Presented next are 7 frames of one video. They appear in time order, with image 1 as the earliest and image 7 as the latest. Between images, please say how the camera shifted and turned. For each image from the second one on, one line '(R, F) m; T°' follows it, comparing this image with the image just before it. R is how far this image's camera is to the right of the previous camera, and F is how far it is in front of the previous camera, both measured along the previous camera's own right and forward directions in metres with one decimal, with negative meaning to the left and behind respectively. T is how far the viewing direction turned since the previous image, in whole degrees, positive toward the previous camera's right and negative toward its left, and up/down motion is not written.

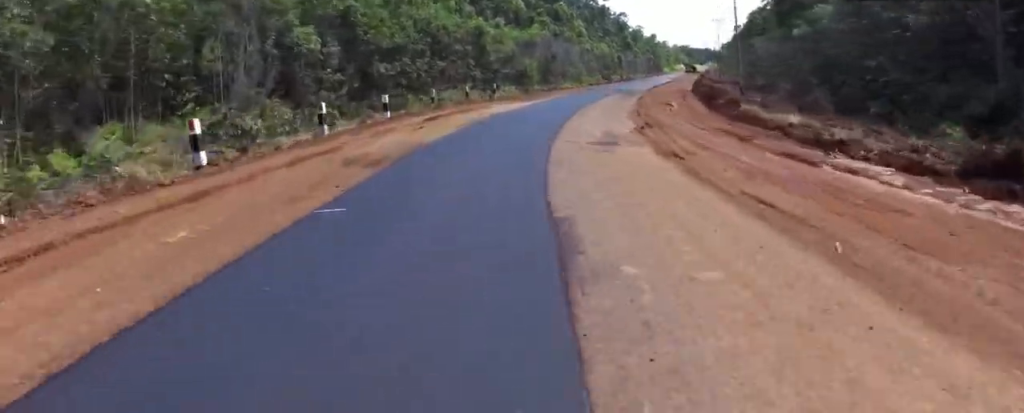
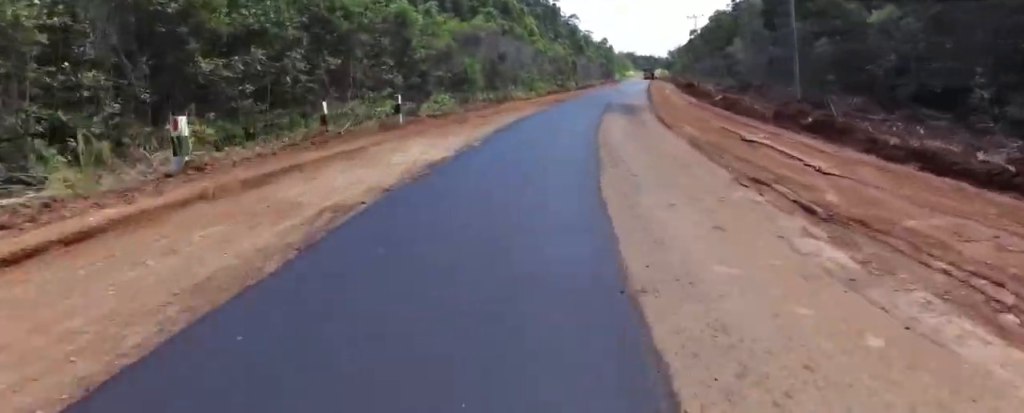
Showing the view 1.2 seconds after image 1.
(0.0, +16.6) m; +4°
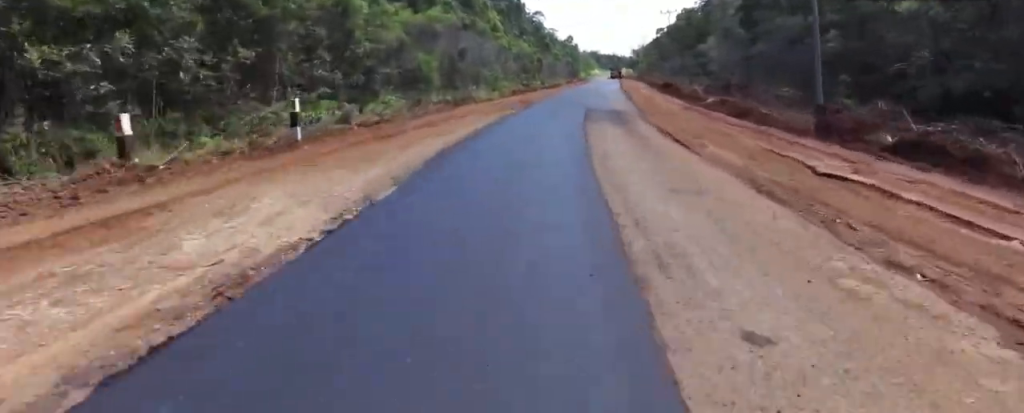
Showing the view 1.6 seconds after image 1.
(-0.3, +5.8) m; +3°
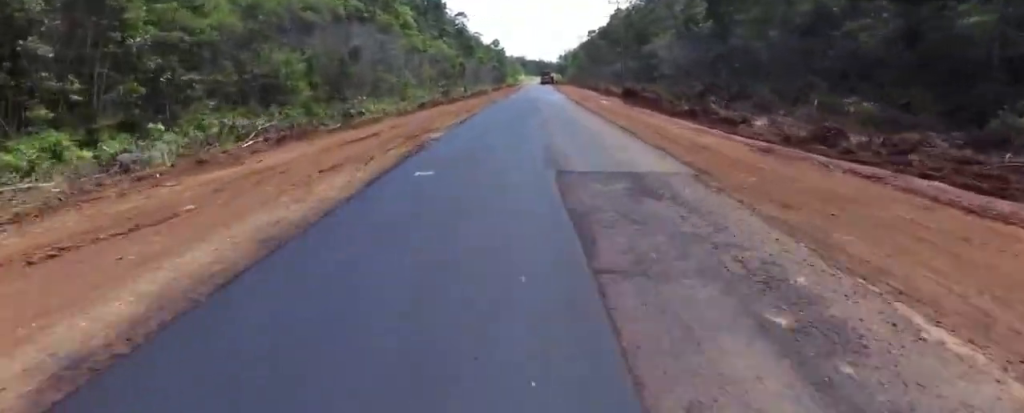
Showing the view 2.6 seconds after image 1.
(+1.7, +15.0) m; +6°
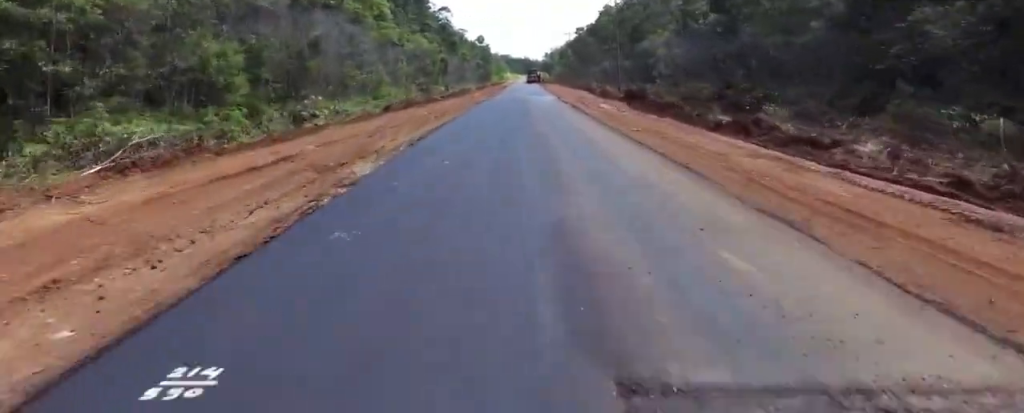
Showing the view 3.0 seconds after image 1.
(-0.1, +6.1) m; +2°
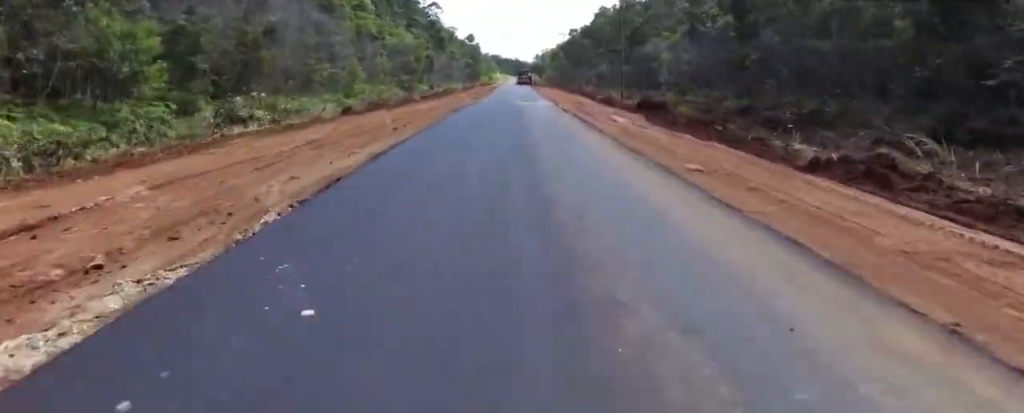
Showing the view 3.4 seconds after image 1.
(-0.3, +6.1) m; +2°
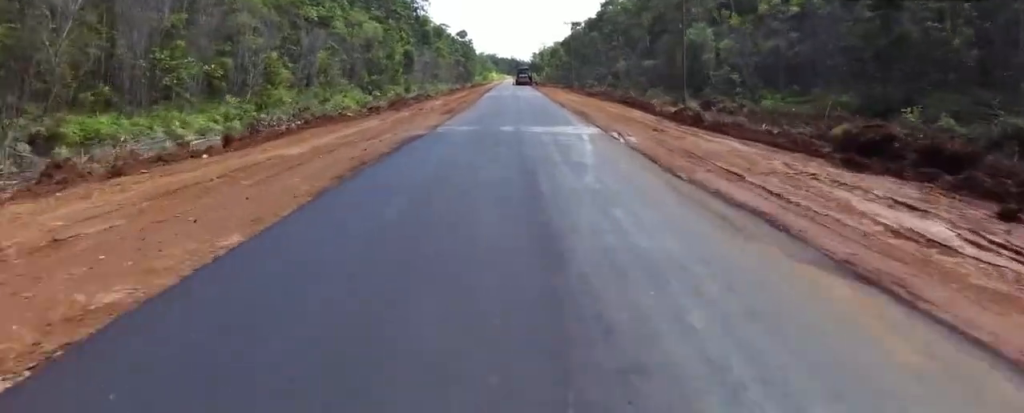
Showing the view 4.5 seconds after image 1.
(+1.4, +17.8) m; +6°
